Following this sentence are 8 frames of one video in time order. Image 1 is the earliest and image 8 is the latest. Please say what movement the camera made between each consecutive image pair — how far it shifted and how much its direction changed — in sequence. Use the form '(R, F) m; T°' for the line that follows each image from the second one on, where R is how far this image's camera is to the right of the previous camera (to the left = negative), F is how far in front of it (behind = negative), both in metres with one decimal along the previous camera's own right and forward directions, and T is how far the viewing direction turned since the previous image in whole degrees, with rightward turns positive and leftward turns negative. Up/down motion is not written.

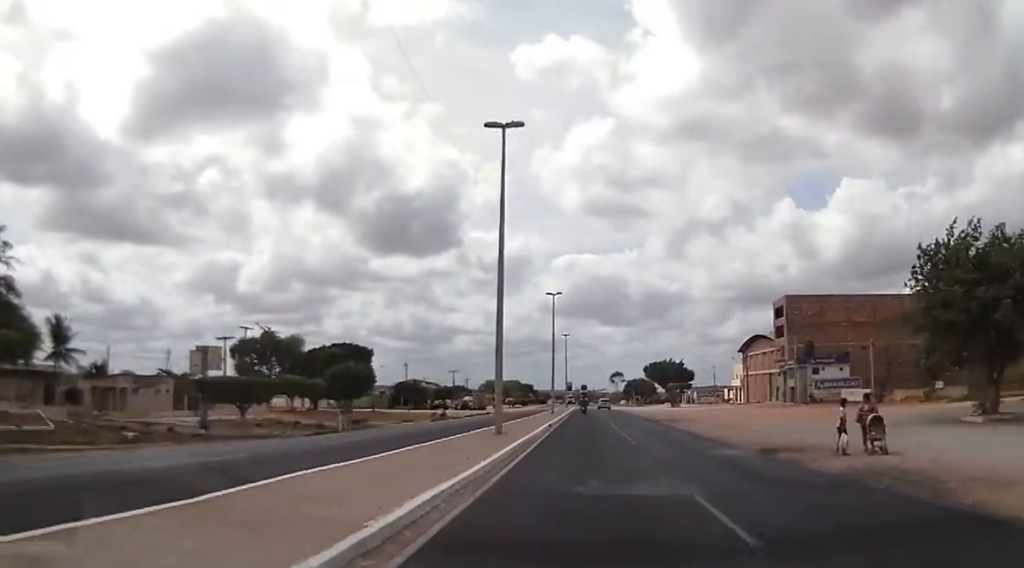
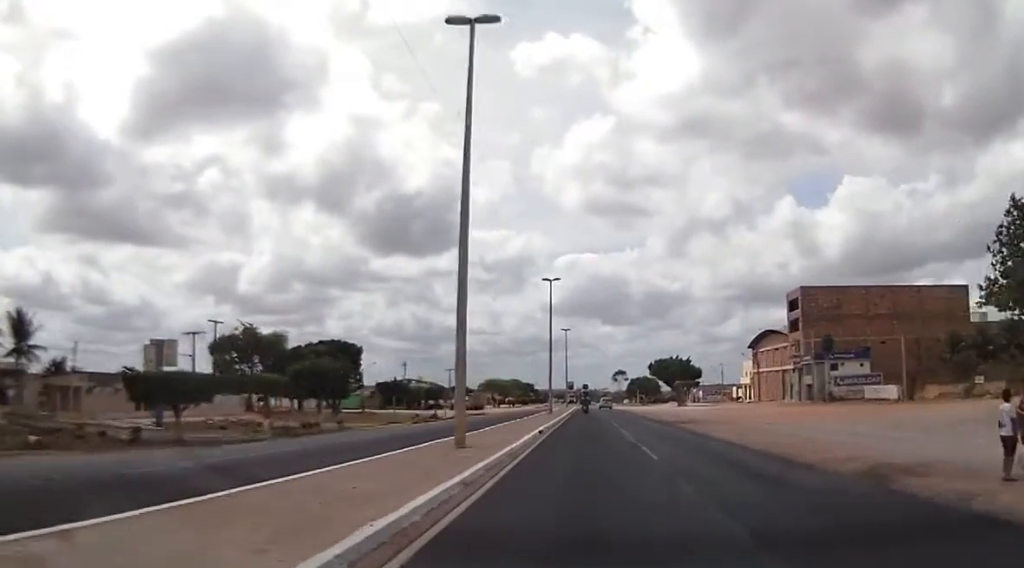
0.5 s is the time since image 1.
(0.0, +7.7) m; 0°
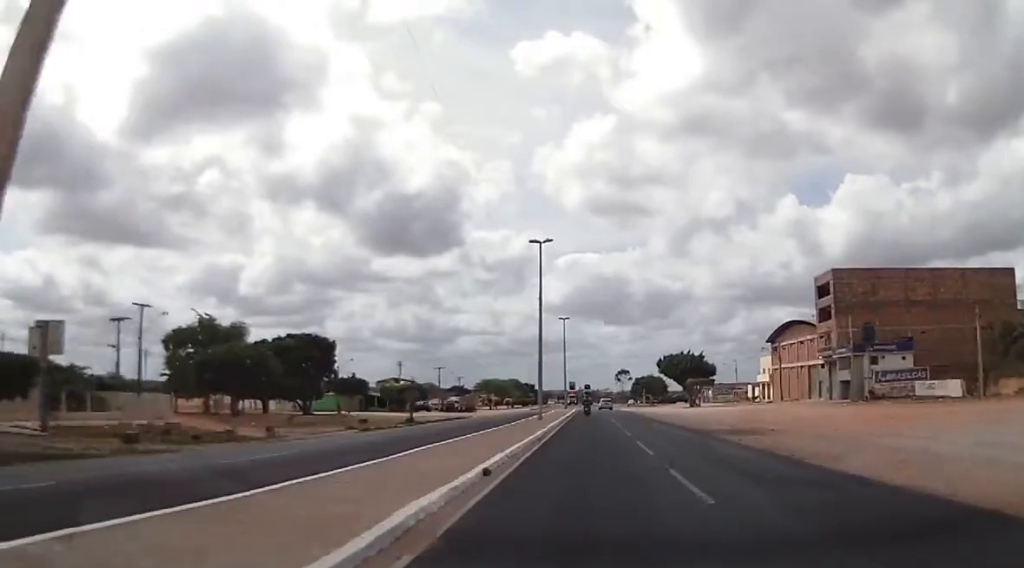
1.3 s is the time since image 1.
(0.0, +13.8) m; 0°
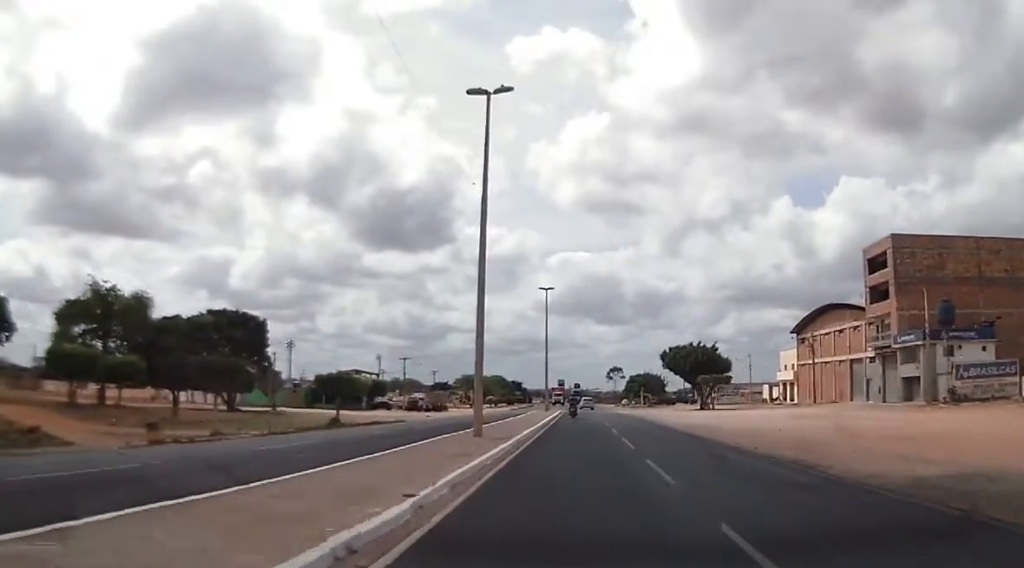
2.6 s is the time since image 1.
(0.0, +21.9) m; 0°
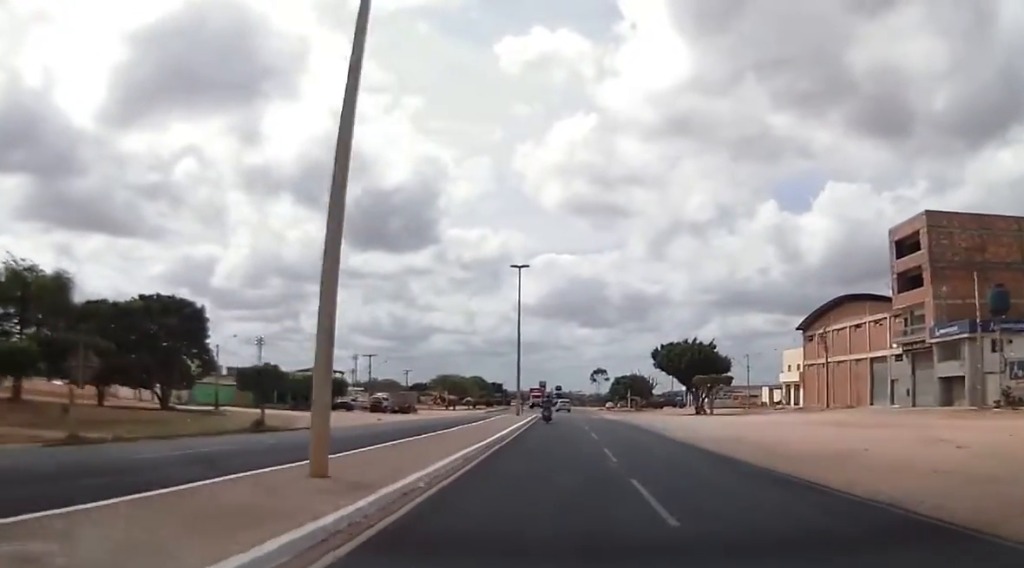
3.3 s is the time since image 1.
(0.0, +11.5) m; 0°
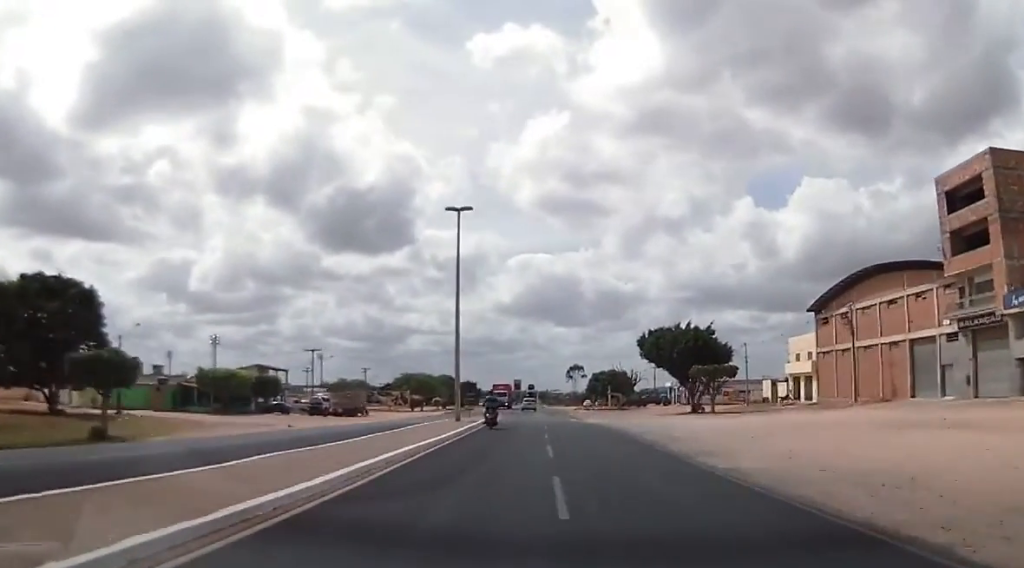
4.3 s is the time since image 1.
(0.0, +15.5) m; 0°
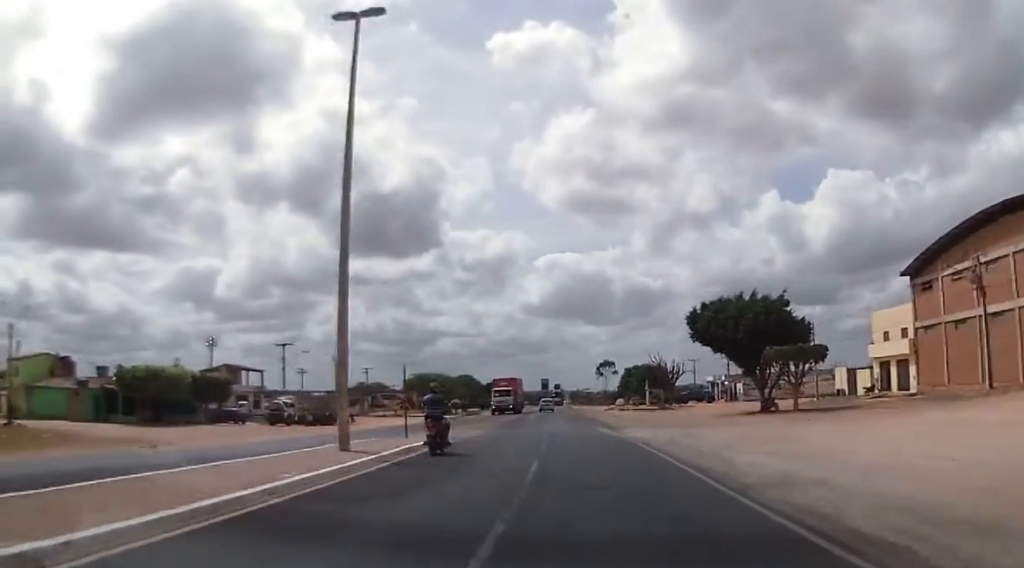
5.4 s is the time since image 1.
(0.0, +19.6) m; +2°
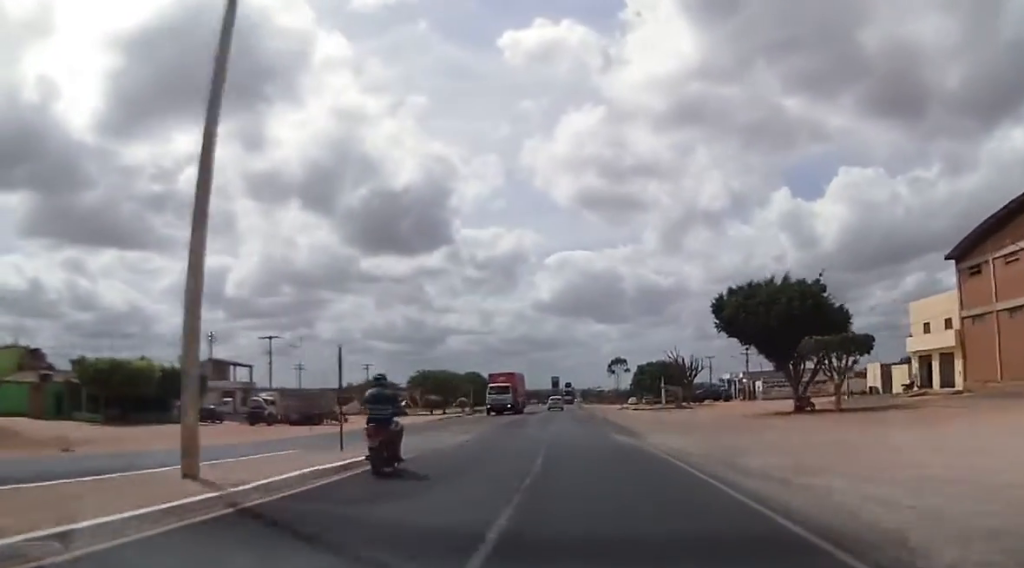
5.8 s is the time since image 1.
(+0.3, +6.9) m; 0°
